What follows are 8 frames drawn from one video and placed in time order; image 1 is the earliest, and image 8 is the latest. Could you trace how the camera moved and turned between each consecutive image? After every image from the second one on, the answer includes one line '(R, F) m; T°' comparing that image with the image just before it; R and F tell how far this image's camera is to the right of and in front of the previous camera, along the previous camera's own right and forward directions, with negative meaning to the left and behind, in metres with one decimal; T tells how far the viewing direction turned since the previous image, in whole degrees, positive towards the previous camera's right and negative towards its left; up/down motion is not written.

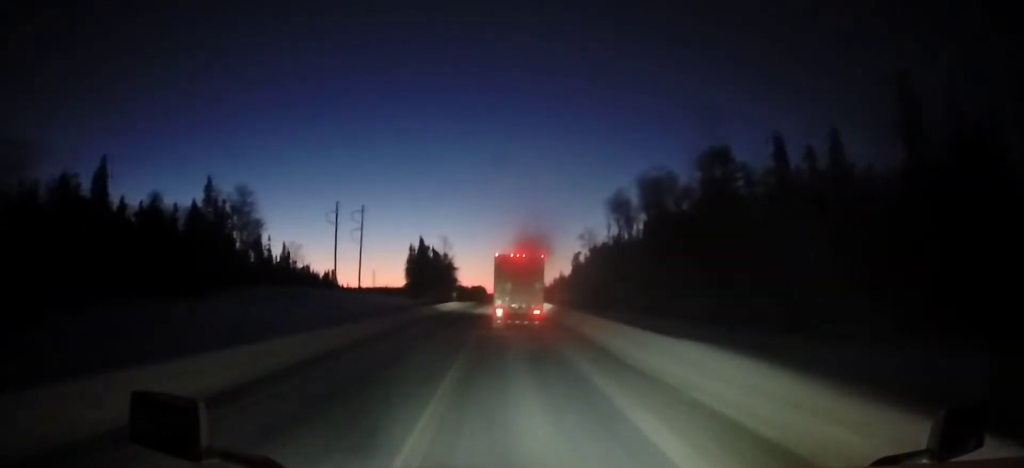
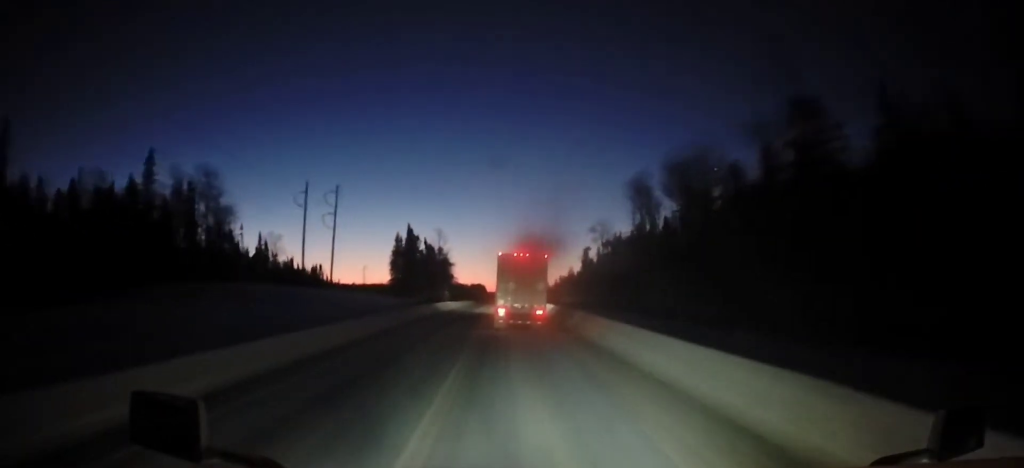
(0.0, +16.8) m; 0°
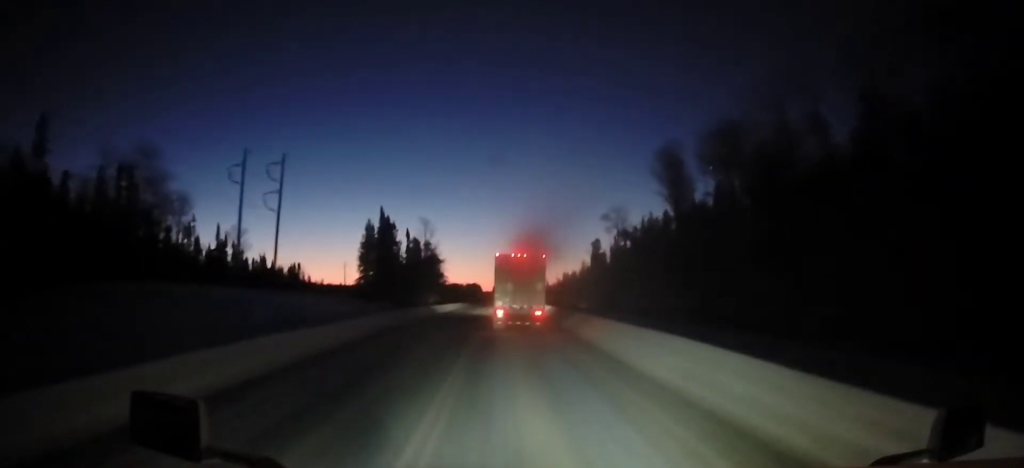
(+0.1, +20.4) m; 0°
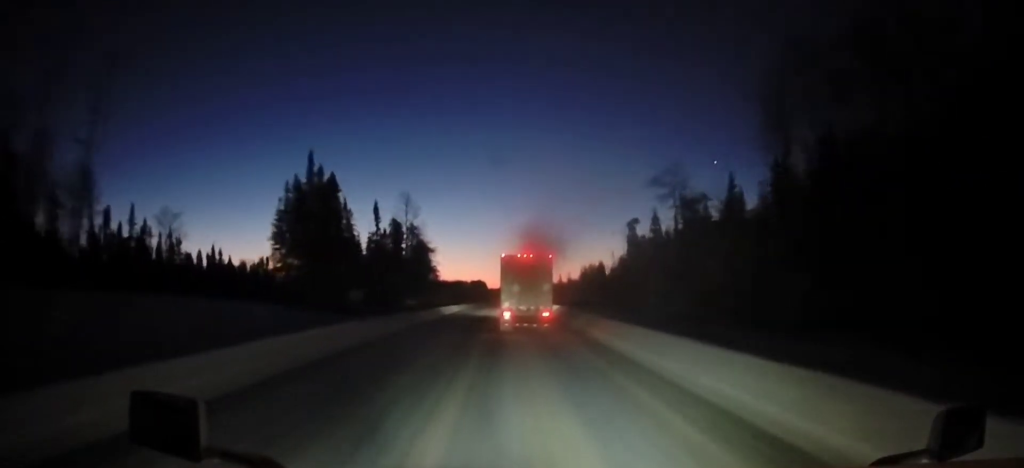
(-0.4, +33.6) m; -2°
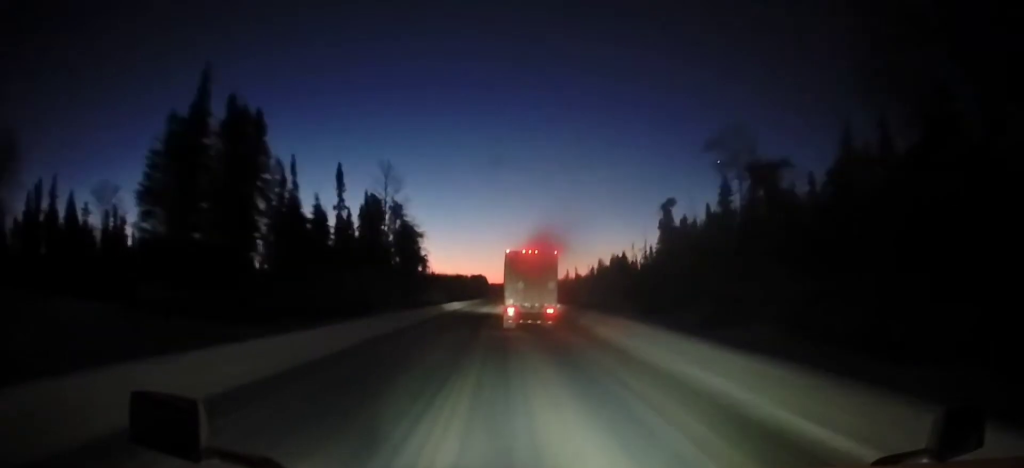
(-0.3, +20.3) m; -1°
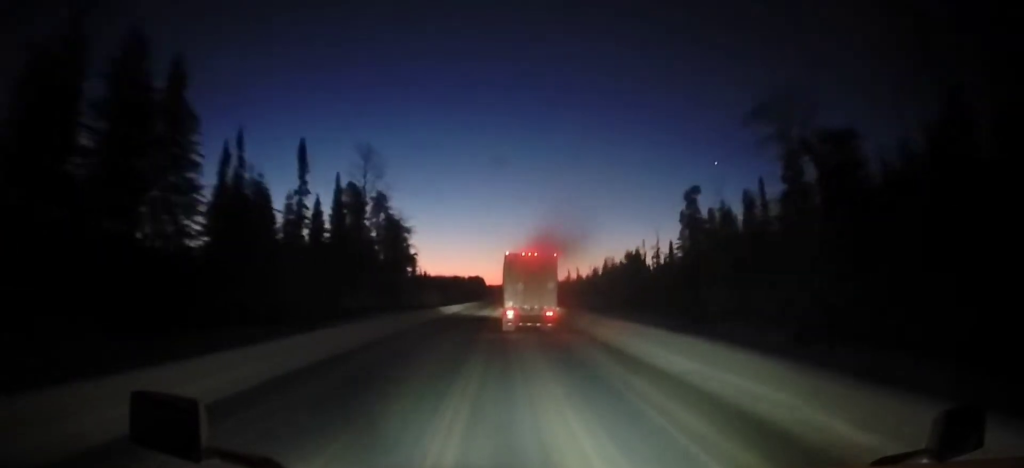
(0.0, +11.5) m; 0°
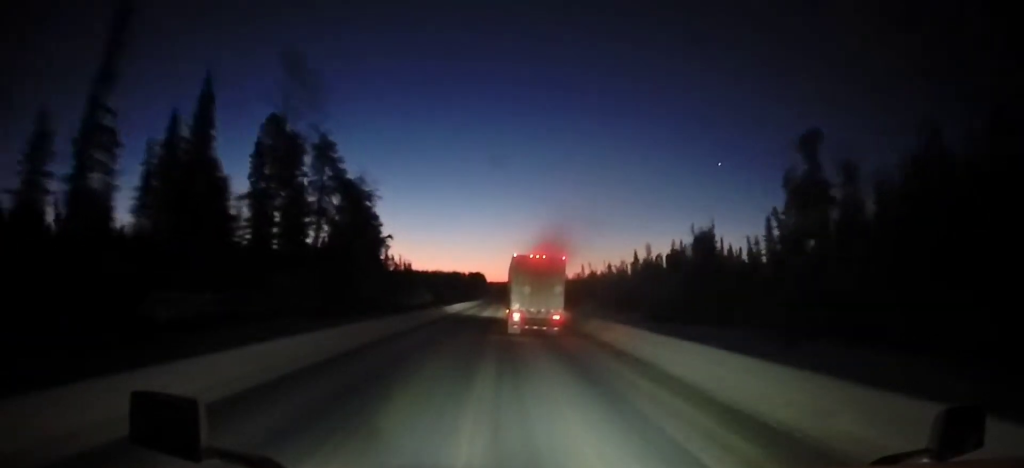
(0.0, +28.3) m; 0°
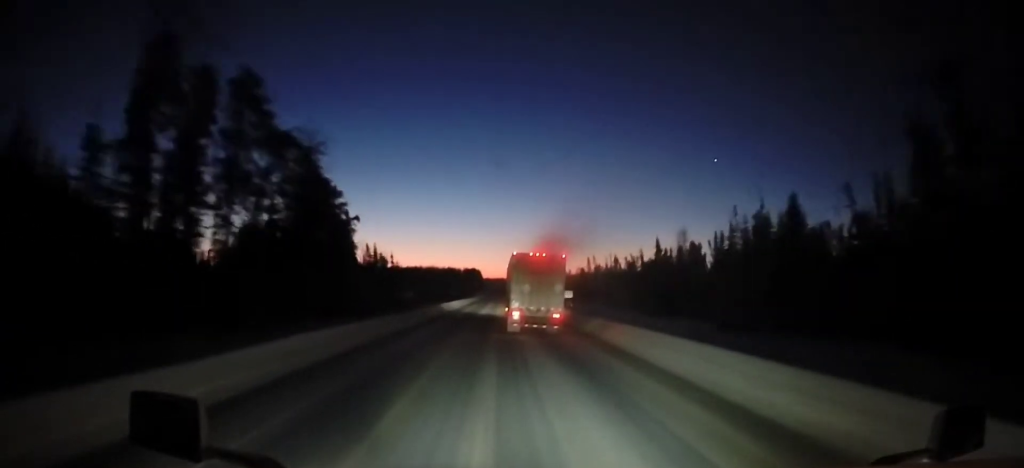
(-0.1, +17.7) m; 0°
